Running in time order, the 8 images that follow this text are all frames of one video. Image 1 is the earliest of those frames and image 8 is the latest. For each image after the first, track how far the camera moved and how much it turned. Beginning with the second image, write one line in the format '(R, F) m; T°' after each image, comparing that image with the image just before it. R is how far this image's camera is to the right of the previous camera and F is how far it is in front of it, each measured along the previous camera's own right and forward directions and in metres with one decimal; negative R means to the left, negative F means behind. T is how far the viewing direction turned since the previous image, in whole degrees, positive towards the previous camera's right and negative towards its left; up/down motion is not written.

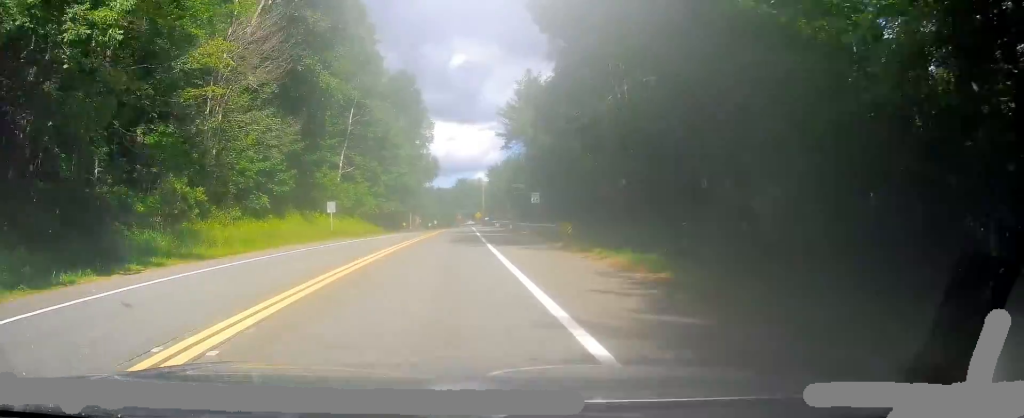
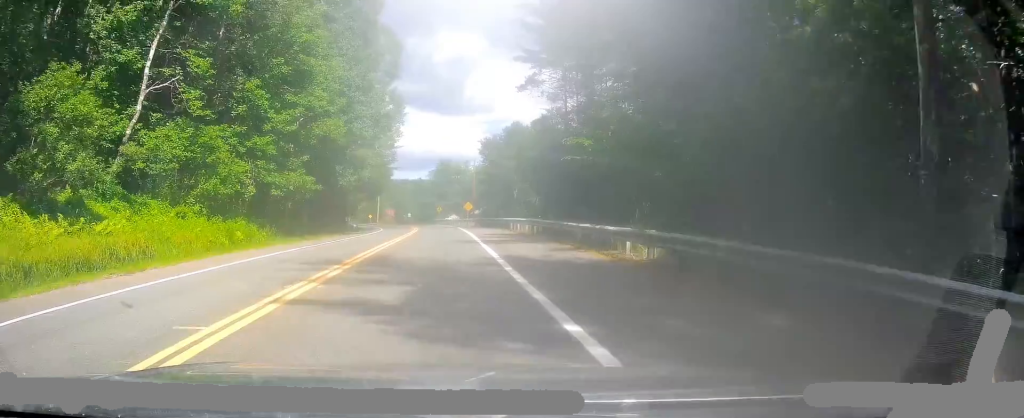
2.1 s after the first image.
(+0.9, +43.3) m; +3°
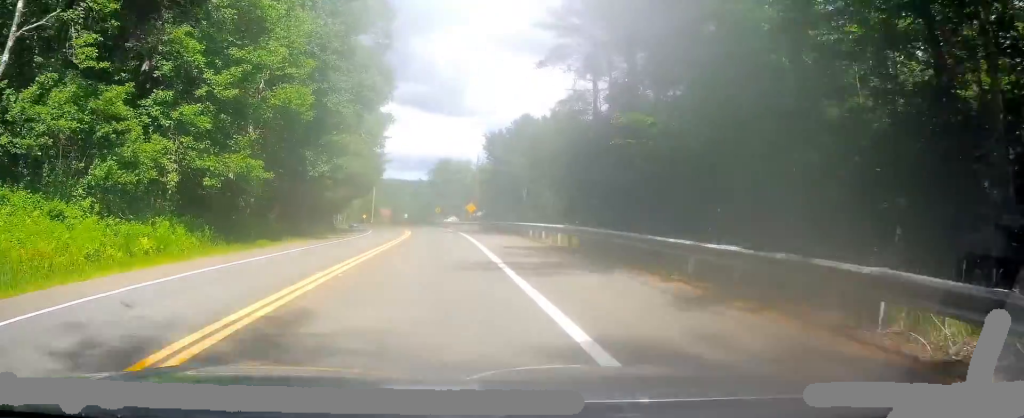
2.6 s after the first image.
(+0.3, +10.2) m; 0°
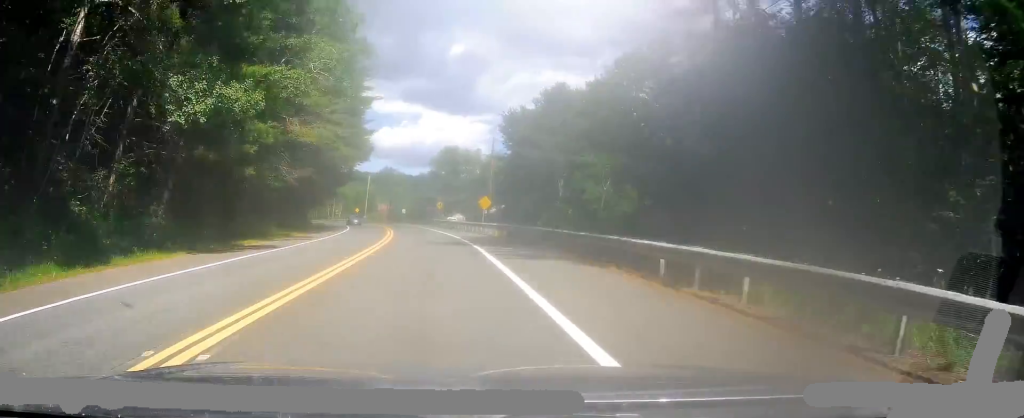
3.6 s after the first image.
(-0.5, +18.9) m; -1°
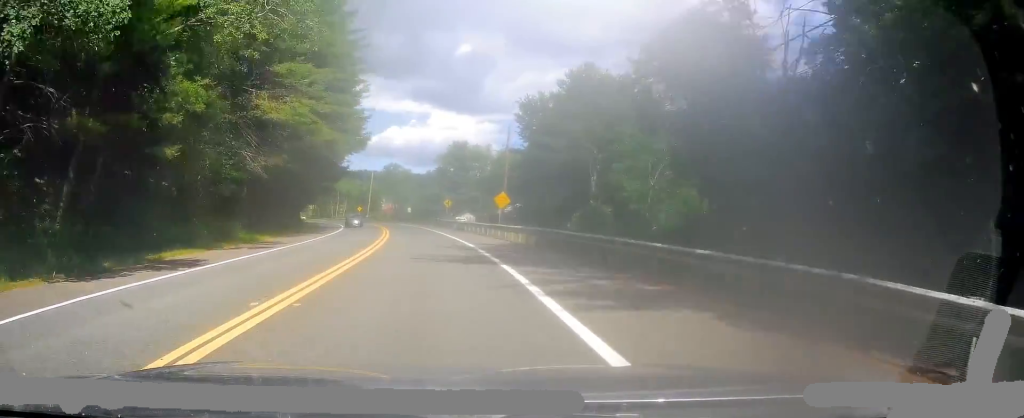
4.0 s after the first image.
(0.0, +9.3) m; 0°
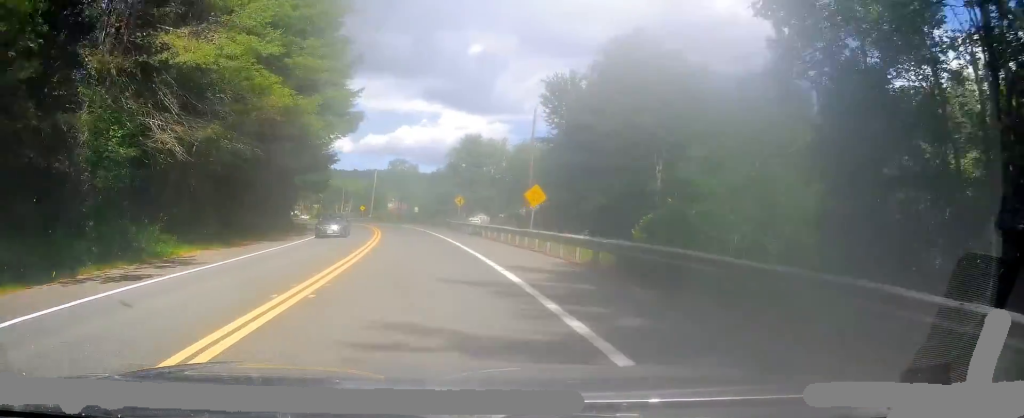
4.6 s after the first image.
(0.0, +10.7) m; 0°
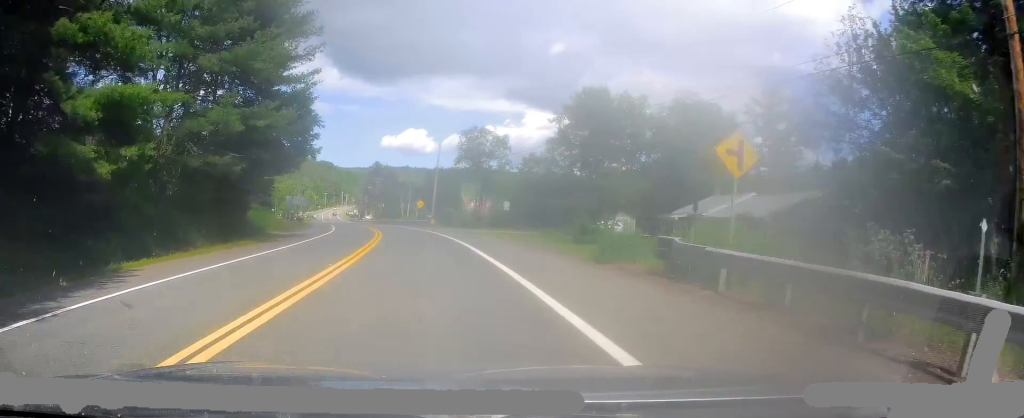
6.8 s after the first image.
(-2.5, +44.1) m; -8°
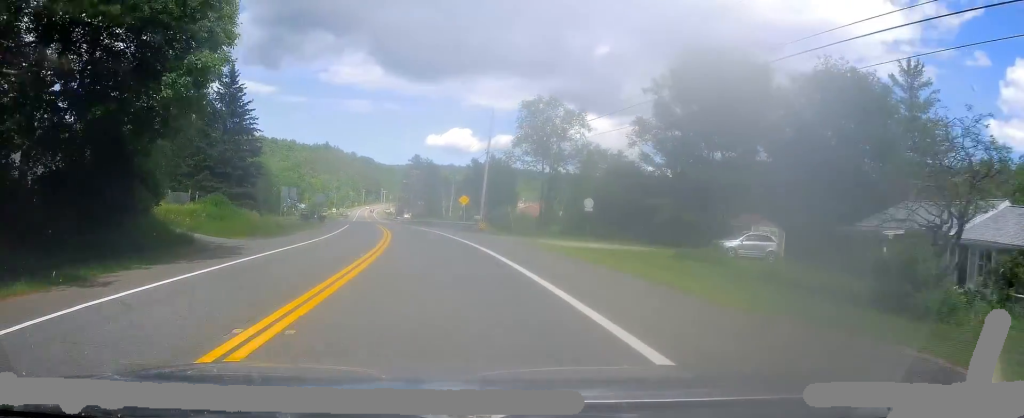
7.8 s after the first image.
(-0.6, +20.6) m; -3°
